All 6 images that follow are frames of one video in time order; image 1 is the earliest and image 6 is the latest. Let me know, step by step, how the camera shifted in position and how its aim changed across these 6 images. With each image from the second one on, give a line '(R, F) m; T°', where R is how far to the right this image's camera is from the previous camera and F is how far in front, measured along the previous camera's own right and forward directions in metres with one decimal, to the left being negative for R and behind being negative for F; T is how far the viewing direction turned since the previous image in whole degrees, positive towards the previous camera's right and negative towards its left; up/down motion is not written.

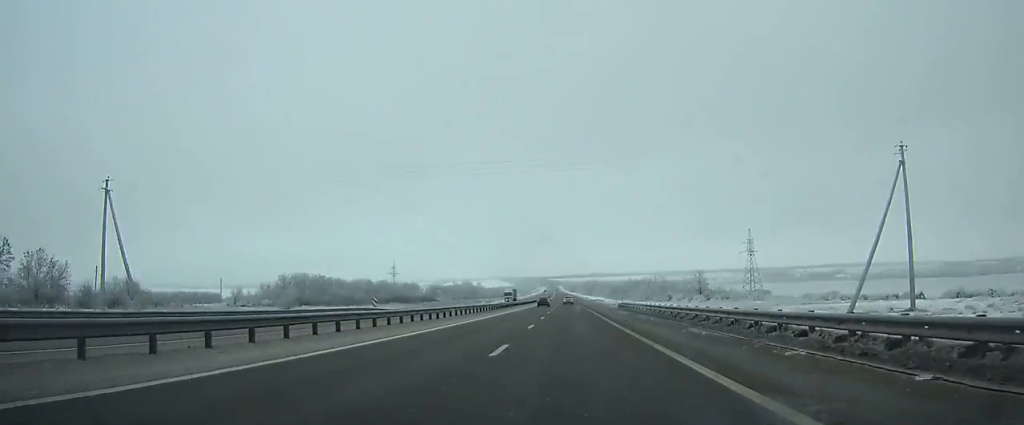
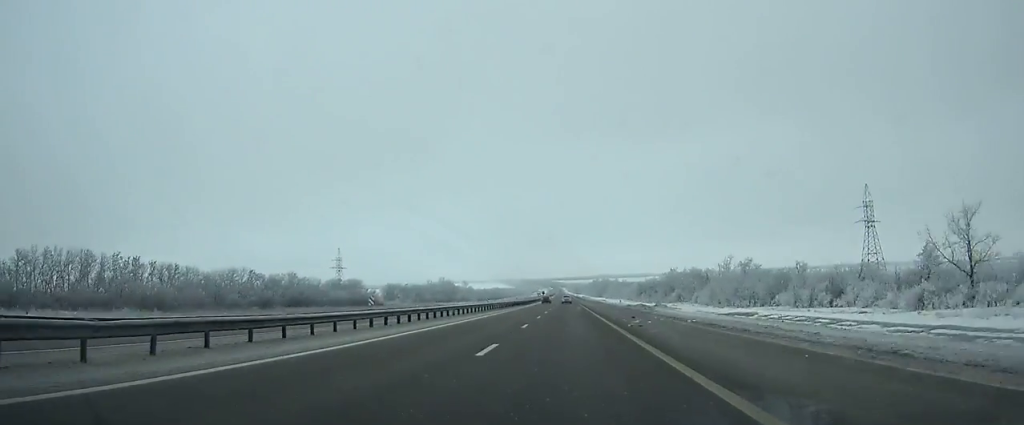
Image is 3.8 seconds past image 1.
(-0.3, +106.4) m; 0°
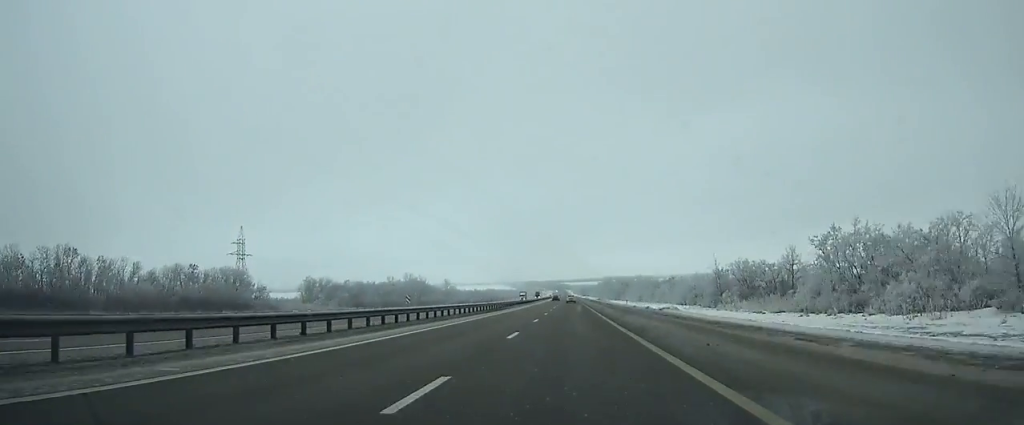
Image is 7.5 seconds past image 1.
(-0.2, +103.1) m; 0°
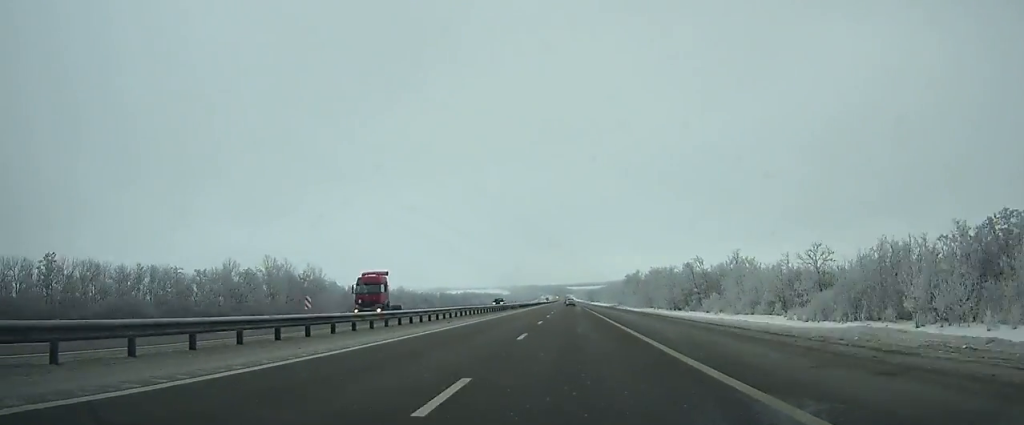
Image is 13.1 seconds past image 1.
(-0.5, +155.4) m; 0°
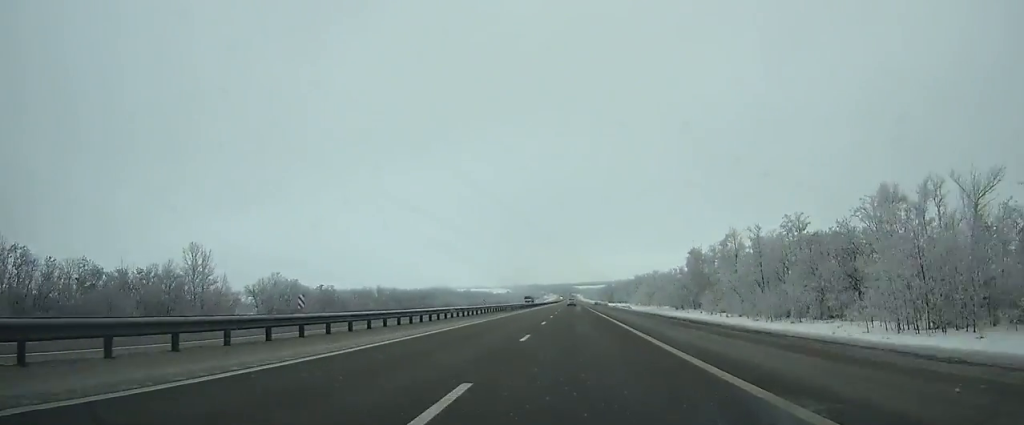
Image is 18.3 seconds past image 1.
(-0.5, +145.8) m; 0°
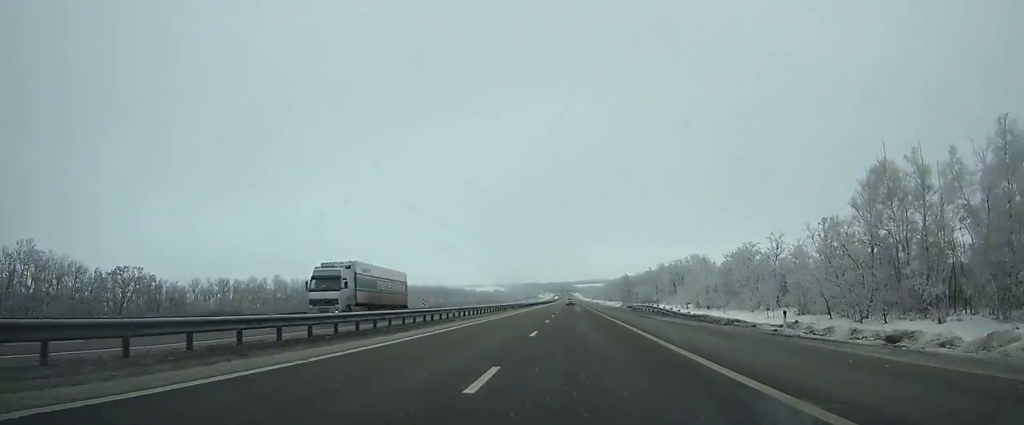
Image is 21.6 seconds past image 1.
(-0.1, +93.4) m; 0°
